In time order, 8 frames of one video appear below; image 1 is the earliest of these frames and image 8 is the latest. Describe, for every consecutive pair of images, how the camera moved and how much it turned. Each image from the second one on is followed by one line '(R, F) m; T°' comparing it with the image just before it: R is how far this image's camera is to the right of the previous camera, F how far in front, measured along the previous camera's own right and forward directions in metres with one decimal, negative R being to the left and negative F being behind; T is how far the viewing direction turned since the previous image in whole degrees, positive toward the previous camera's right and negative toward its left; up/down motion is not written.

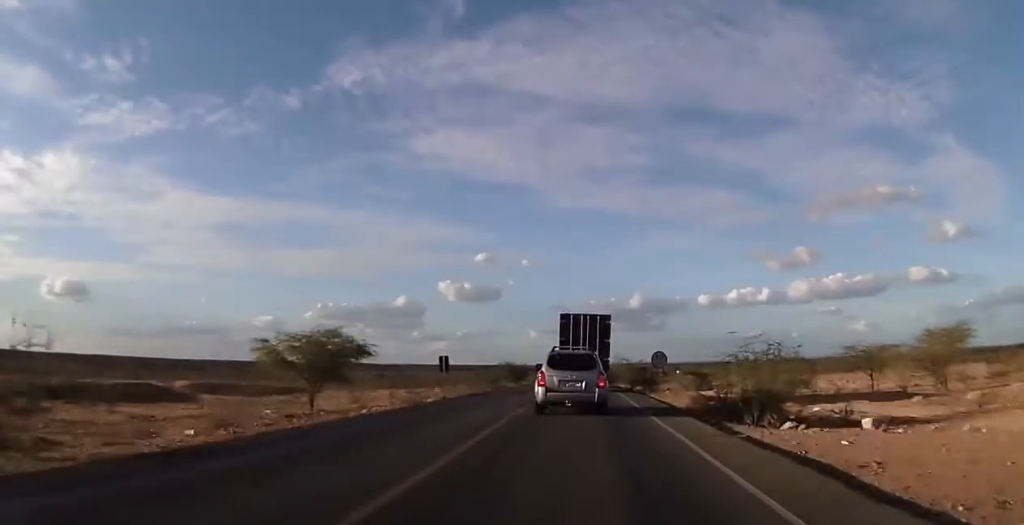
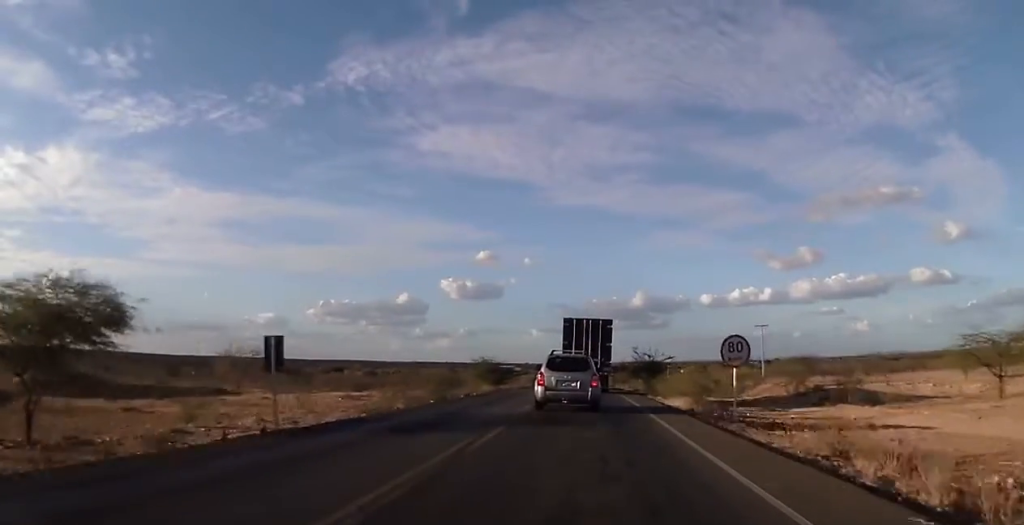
(-0.3, +22.1) m; -1°
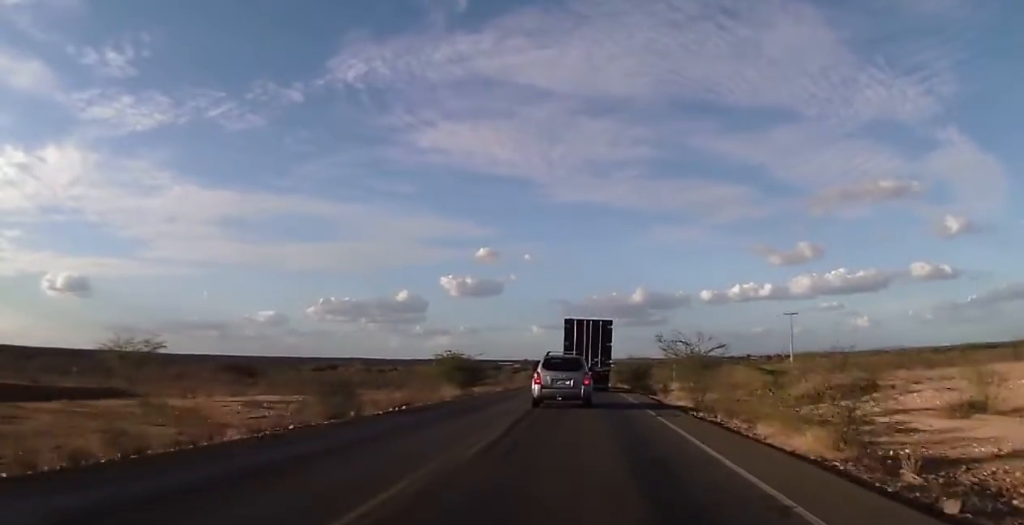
(-0.1, +18.3) m; -1°
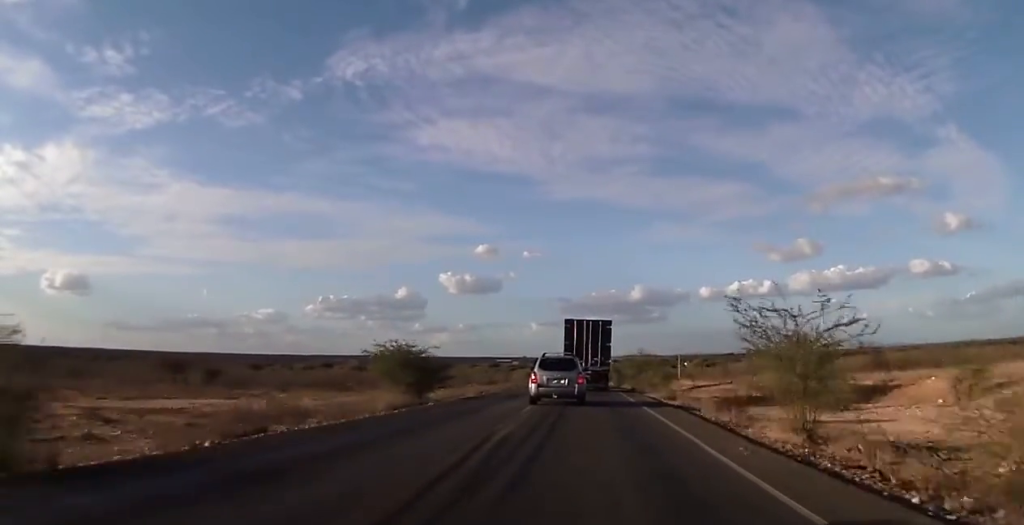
(-0.2, +14.7) m; 0°
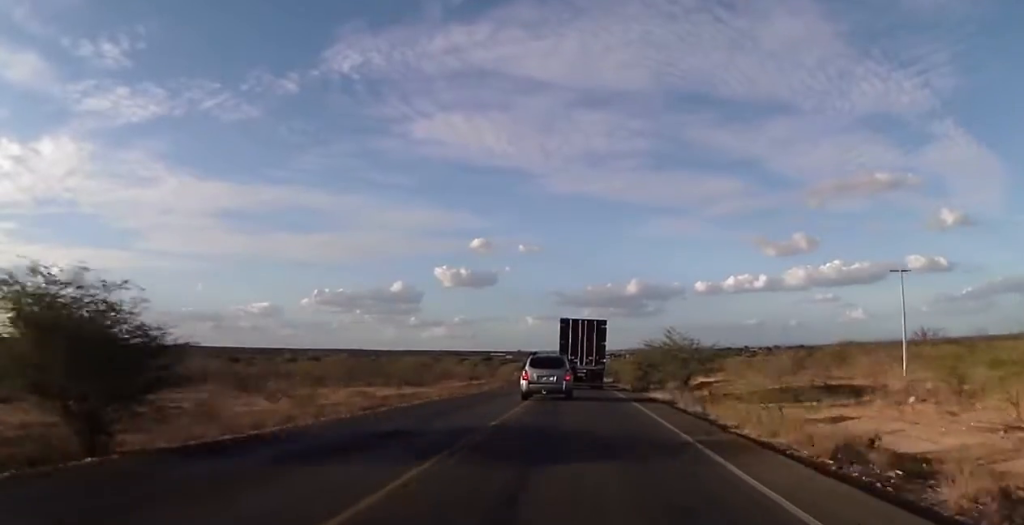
(+0.4, +24.1) m; +1°
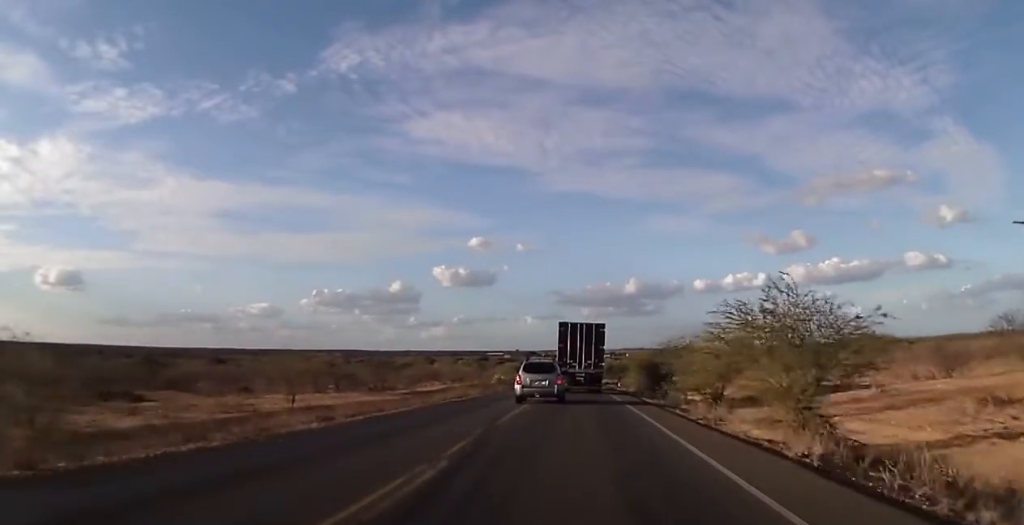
(-0.1, +19.9) m; 0°
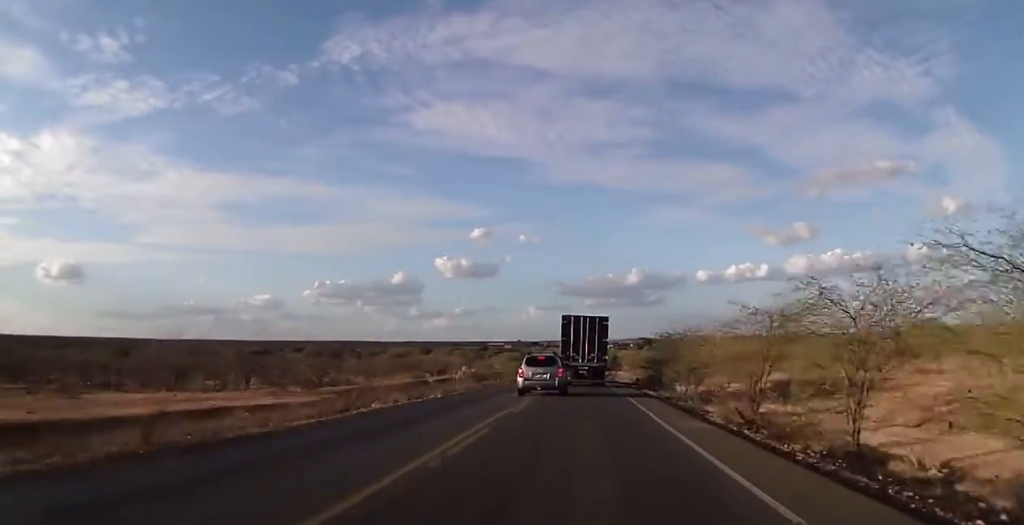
(-0.1, +21.8) m; 0°
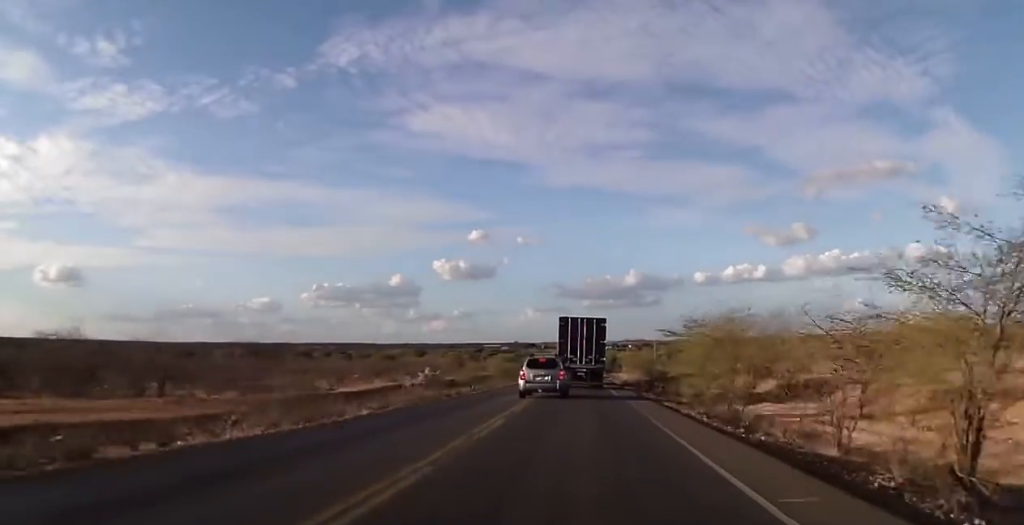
(-0.1, +12.1) m; 0°
